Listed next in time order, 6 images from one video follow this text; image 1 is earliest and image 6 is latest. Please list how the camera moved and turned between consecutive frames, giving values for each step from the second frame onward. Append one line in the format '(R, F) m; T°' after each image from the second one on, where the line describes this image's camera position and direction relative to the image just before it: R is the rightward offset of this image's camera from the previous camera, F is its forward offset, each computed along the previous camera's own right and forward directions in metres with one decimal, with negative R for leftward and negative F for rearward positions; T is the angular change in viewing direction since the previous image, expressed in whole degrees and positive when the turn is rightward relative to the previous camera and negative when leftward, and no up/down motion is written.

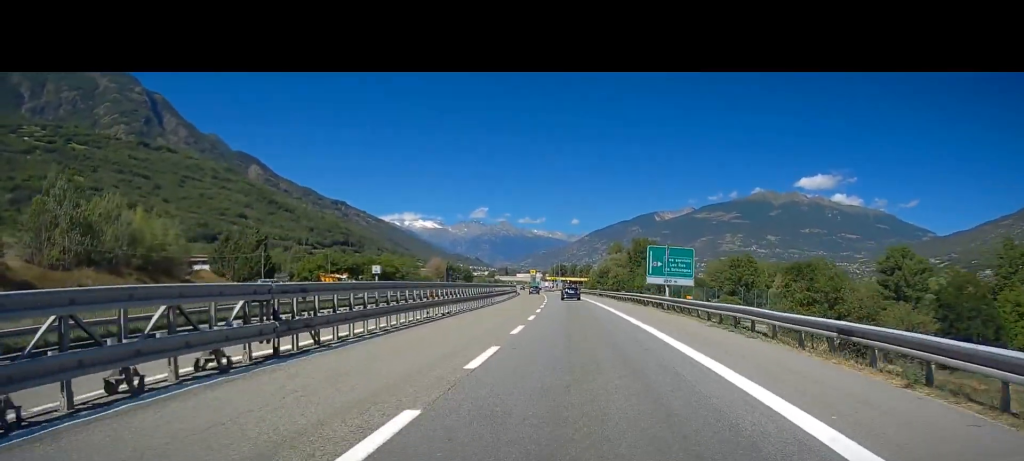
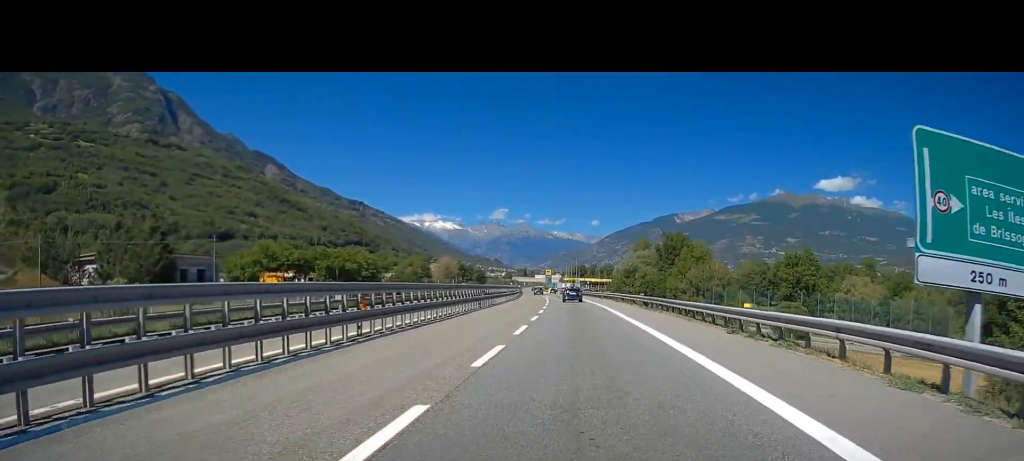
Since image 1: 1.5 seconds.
(-1.1, +35.6) m; -3°
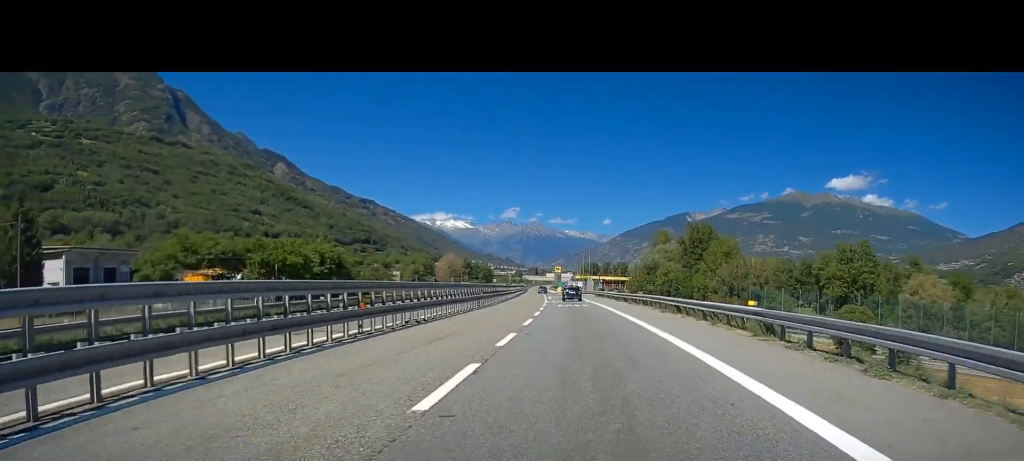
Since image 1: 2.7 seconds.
(0.0, +26.4) m; 0°
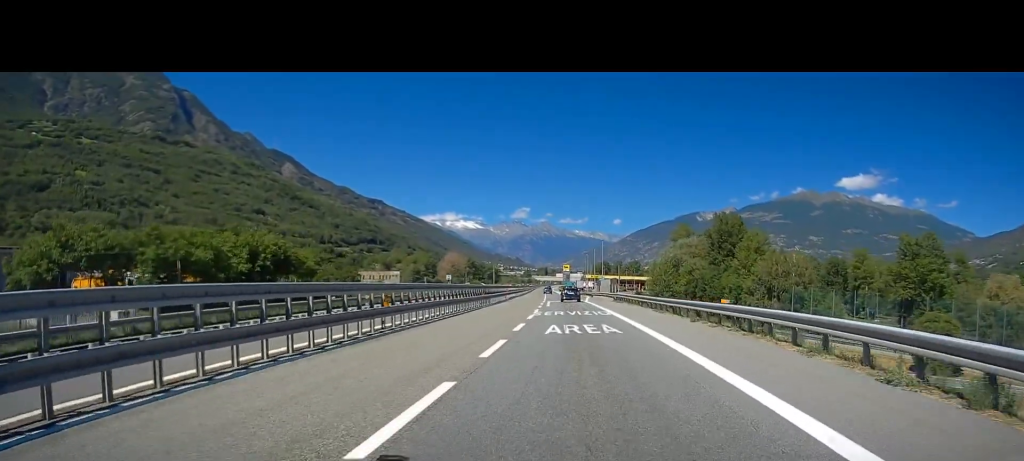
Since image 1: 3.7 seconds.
(+0.1, +23.7) m; -1°
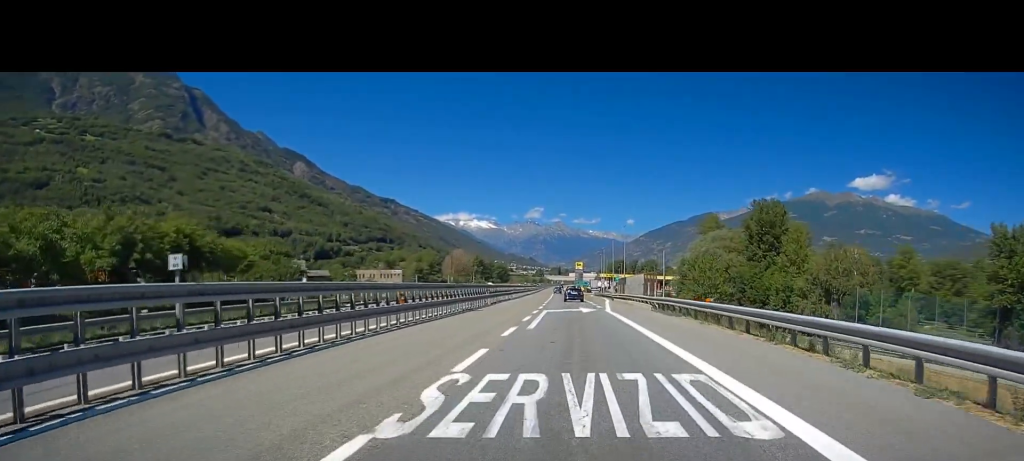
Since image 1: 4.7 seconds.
(-0.3, +24.2) m; -2°
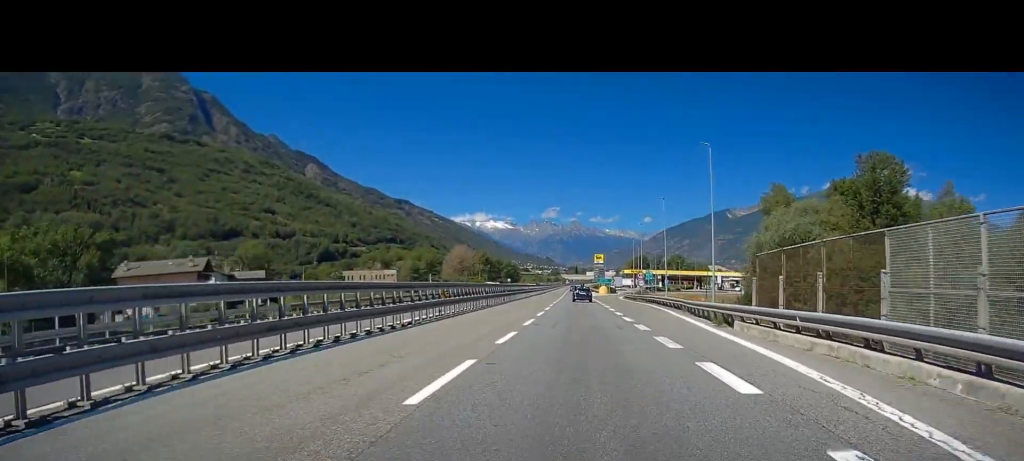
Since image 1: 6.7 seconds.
(-0.4, +46.7) m; -1°
